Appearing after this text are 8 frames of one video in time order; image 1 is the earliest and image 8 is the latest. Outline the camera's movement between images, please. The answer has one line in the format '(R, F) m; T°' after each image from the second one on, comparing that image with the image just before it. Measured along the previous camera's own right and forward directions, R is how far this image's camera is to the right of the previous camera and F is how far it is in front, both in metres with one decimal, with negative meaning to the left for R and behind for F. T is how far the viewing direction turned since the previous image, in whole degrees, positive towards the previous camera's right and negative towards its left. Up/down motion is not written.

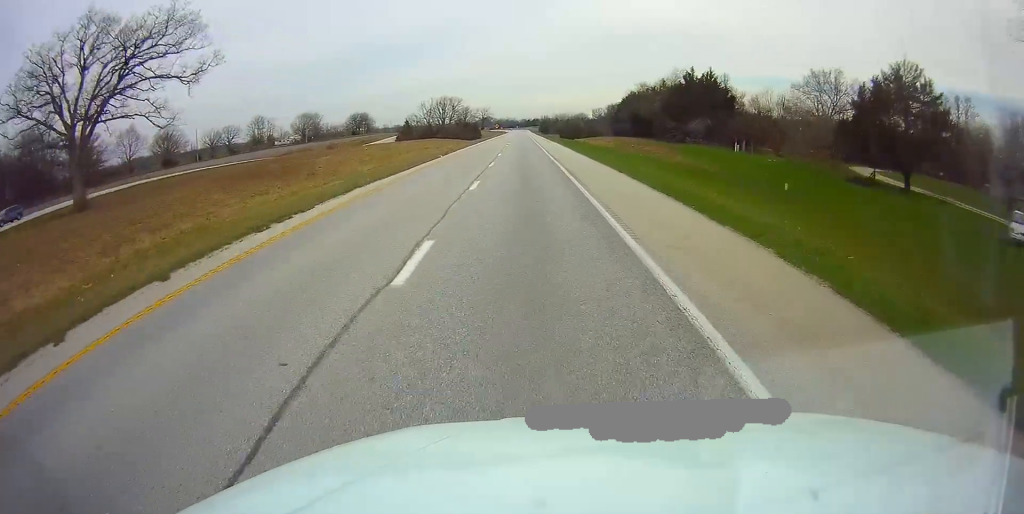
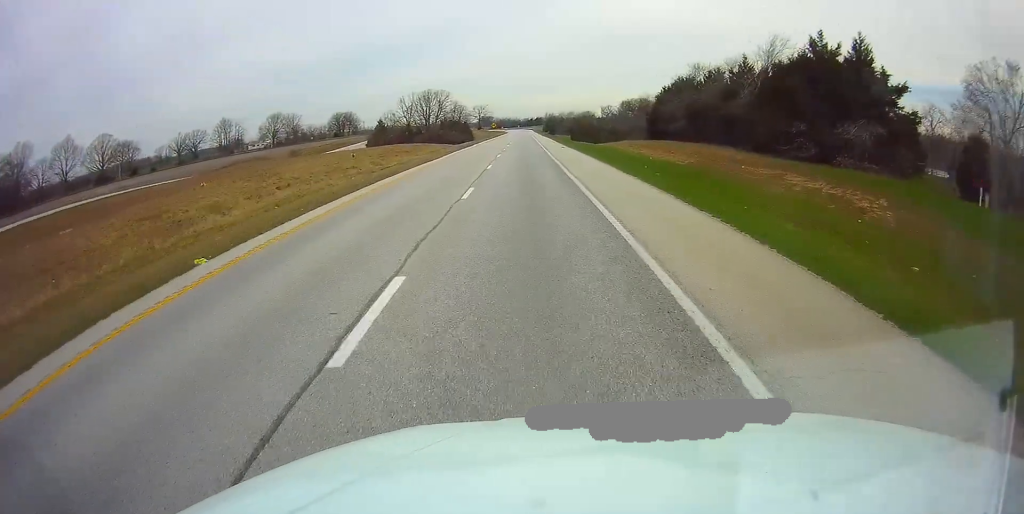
(0.0, +38.6) m; 0°
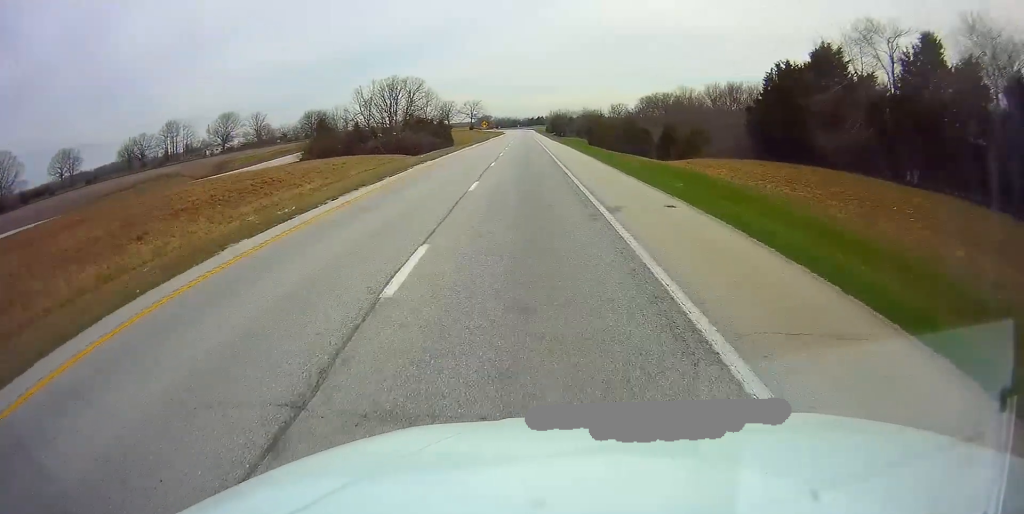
(+0.3, +45.9) m; 0°
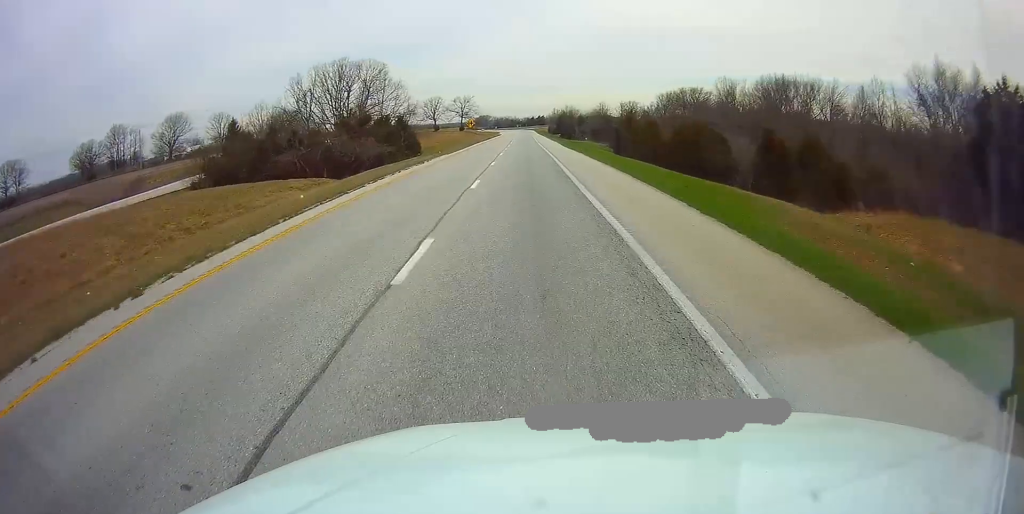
(-0.5, +35.5) m; 0°
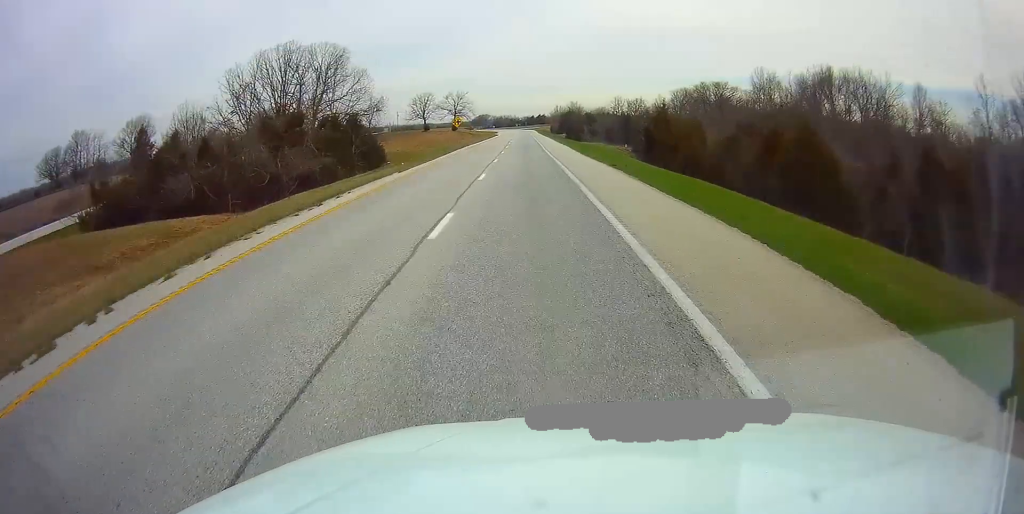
(+0.2, +20.7) m; +1°
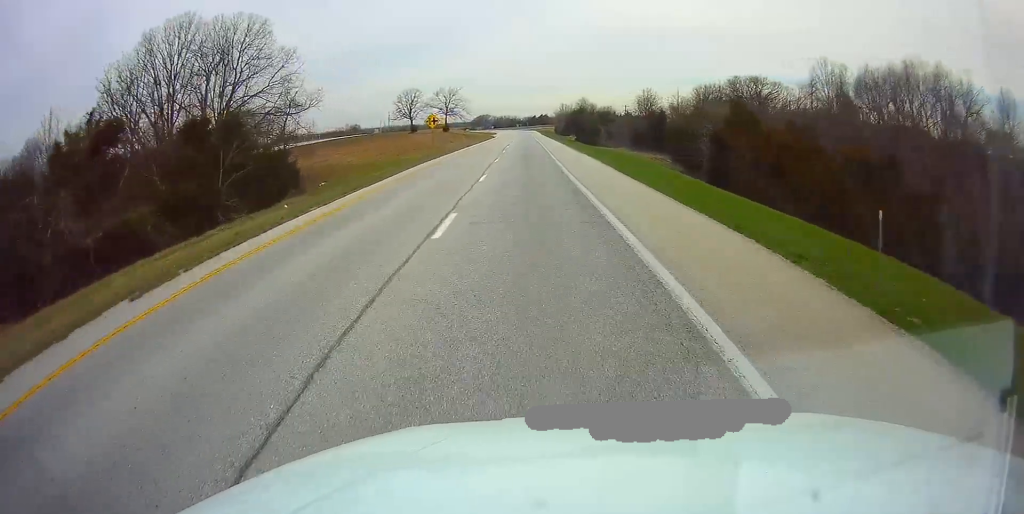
(+0.1, +23.9) m; 0°
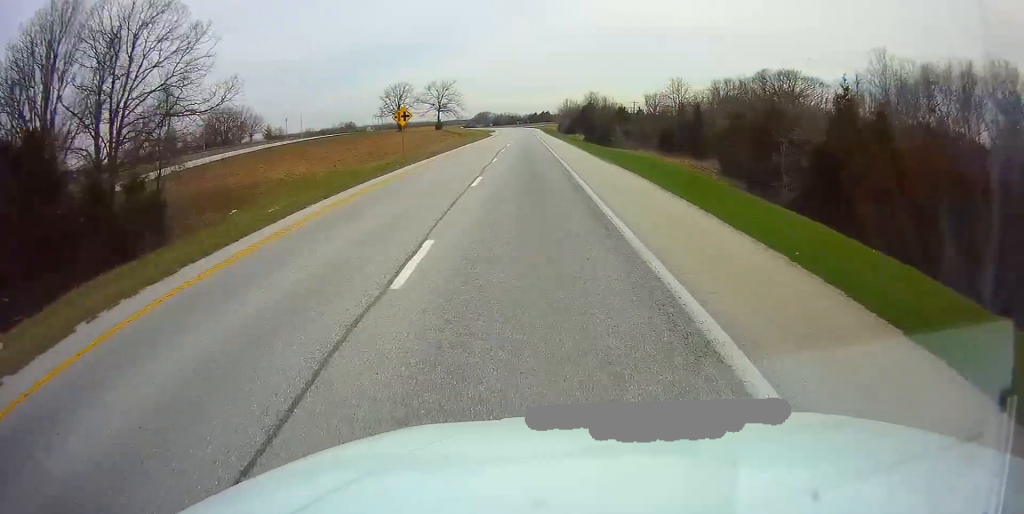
(+0.1, +15.6) m; 0°
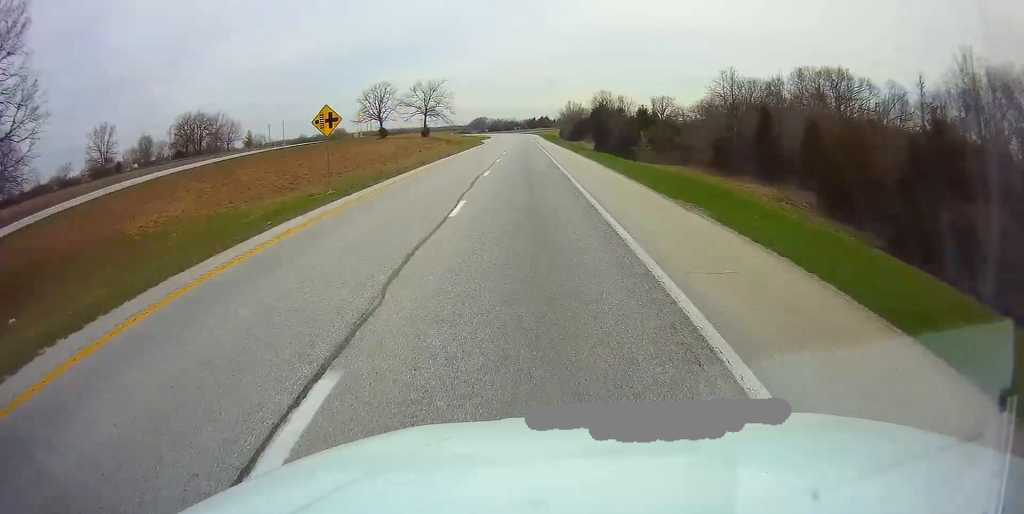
(-0.2, +17.8) m; 0°
